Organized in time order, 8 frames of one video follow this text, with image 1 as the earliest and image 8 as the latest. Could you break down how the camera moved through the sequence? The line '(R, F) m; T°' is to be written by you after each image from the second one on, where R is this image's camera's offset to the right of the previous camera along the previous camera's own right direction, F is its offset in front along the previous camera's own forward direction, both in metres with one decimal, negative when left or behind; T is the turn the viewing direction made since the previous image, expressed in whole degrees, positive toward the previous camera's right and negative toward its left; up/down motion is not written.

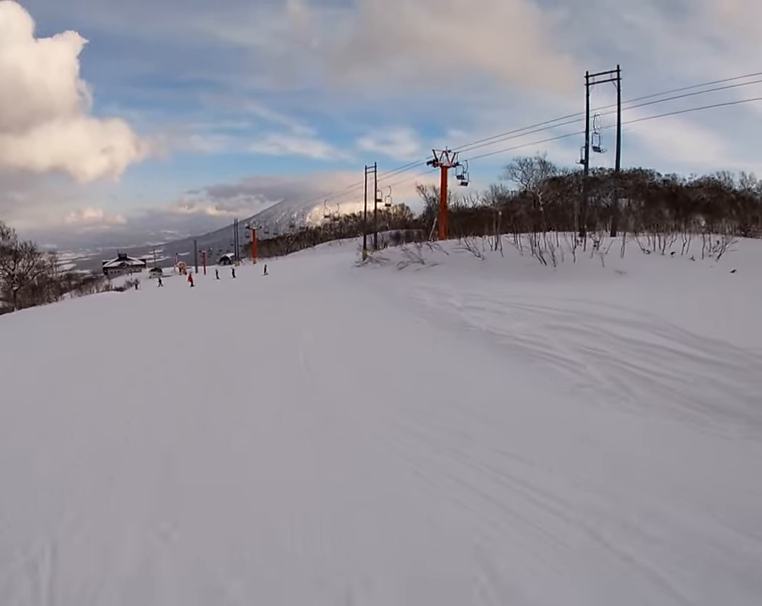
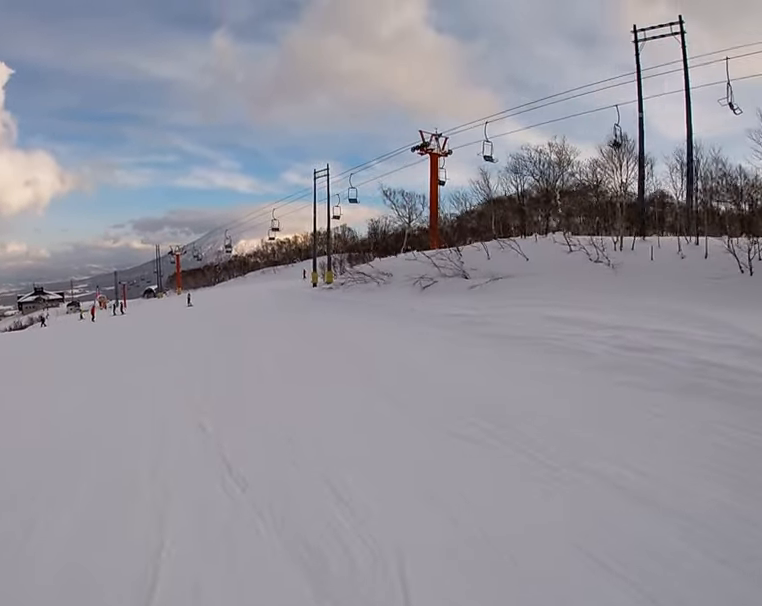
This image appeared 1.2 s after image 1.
(+0.7, +16.0) m; +5°
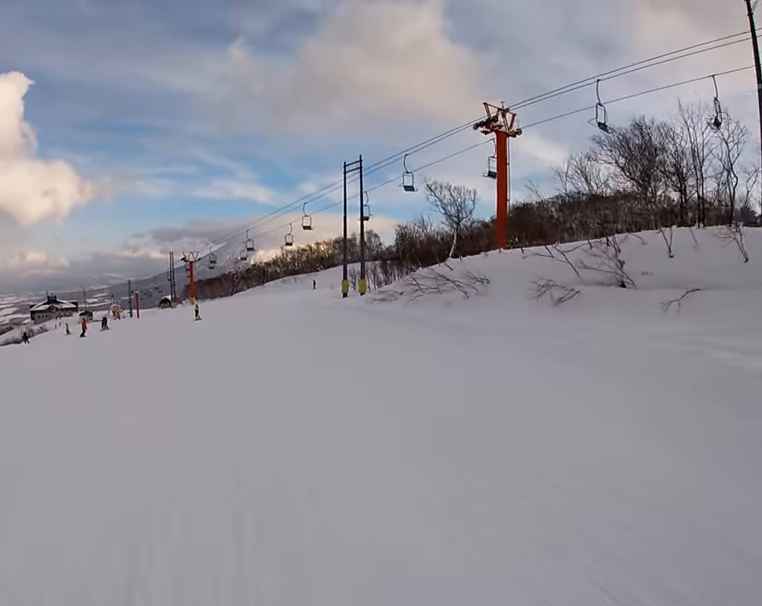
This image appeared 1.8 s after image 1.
(+0.8, +8.6) m; +1°
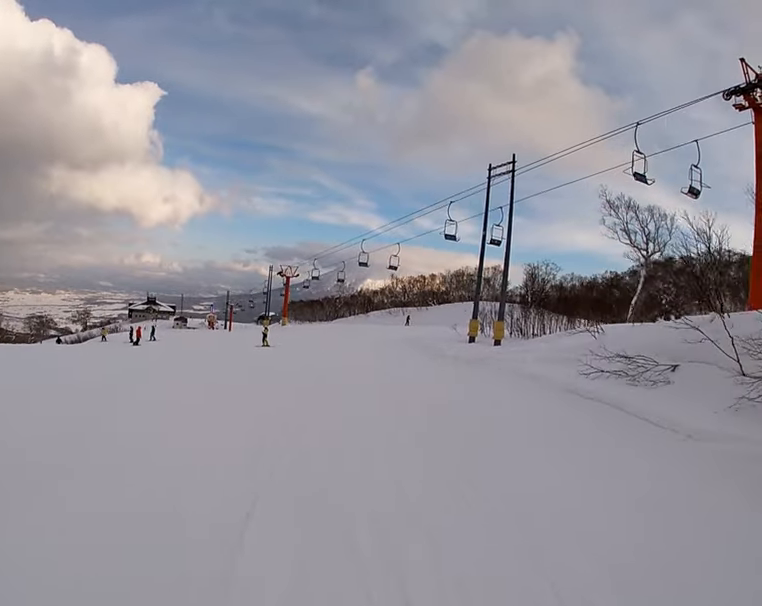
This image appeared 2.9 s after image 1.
(-1.0, +13.1) m; -2°
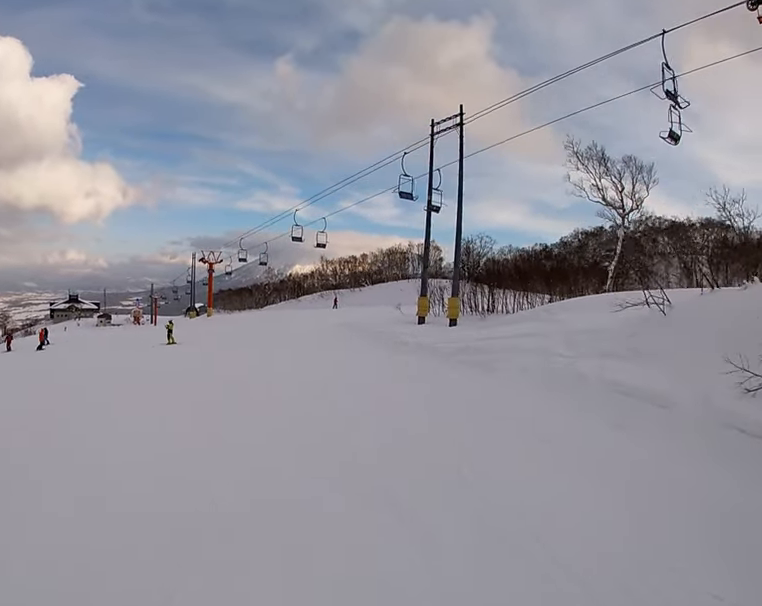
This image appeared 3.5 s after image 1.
(+0.1, +6.2) m; +5°
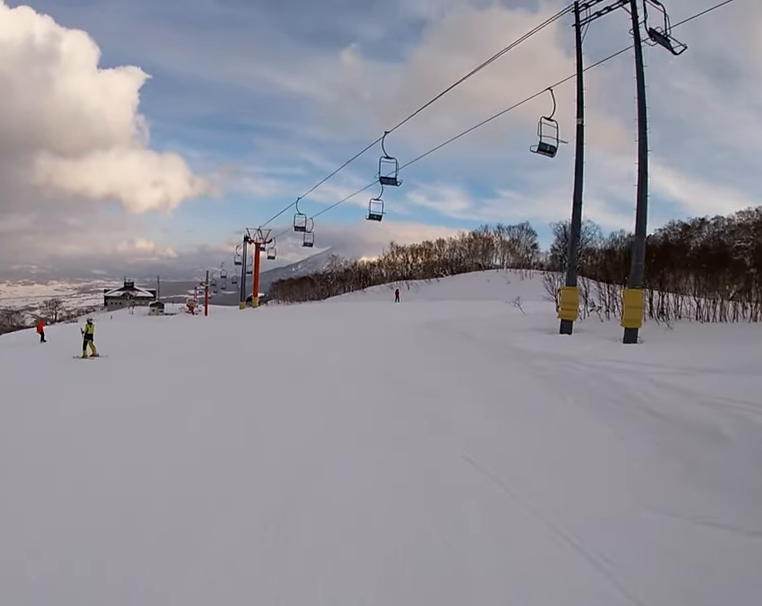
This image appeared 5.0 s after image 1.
(+1.5, +14.9) m; +1°
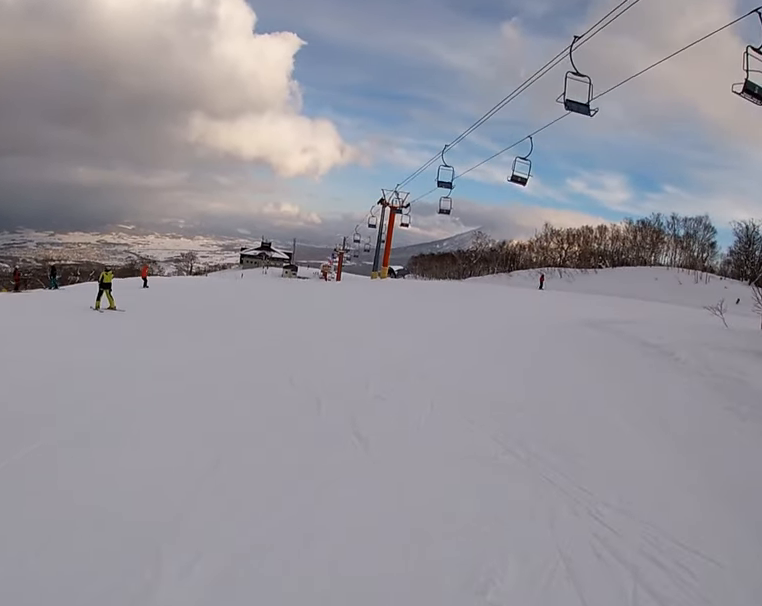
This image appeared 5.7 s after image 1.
(-0.6, +6.2) m; -11°
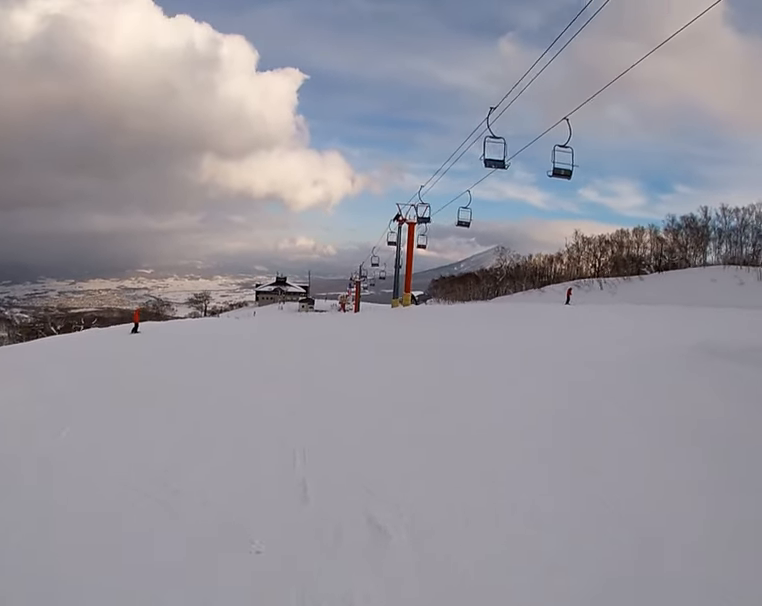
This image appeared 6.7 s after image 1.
(-1.2, +7.6) m; -11°
